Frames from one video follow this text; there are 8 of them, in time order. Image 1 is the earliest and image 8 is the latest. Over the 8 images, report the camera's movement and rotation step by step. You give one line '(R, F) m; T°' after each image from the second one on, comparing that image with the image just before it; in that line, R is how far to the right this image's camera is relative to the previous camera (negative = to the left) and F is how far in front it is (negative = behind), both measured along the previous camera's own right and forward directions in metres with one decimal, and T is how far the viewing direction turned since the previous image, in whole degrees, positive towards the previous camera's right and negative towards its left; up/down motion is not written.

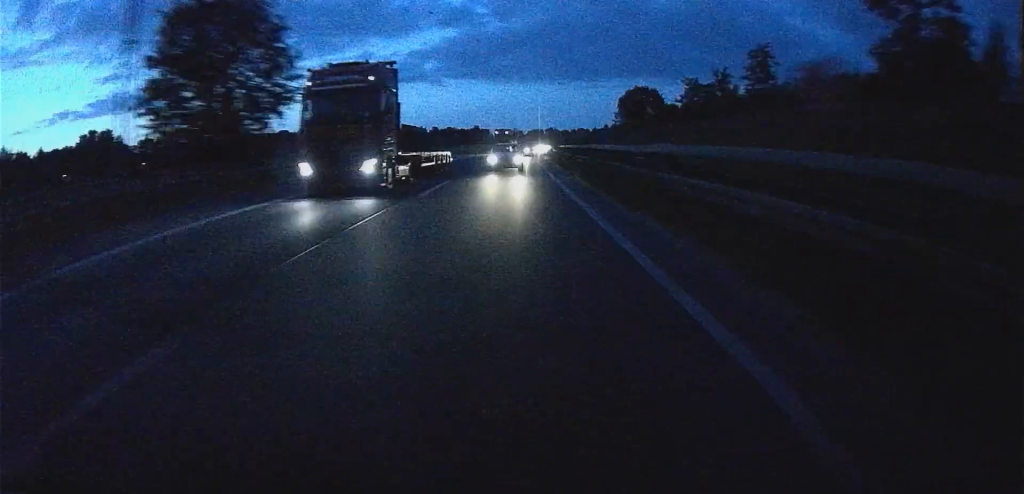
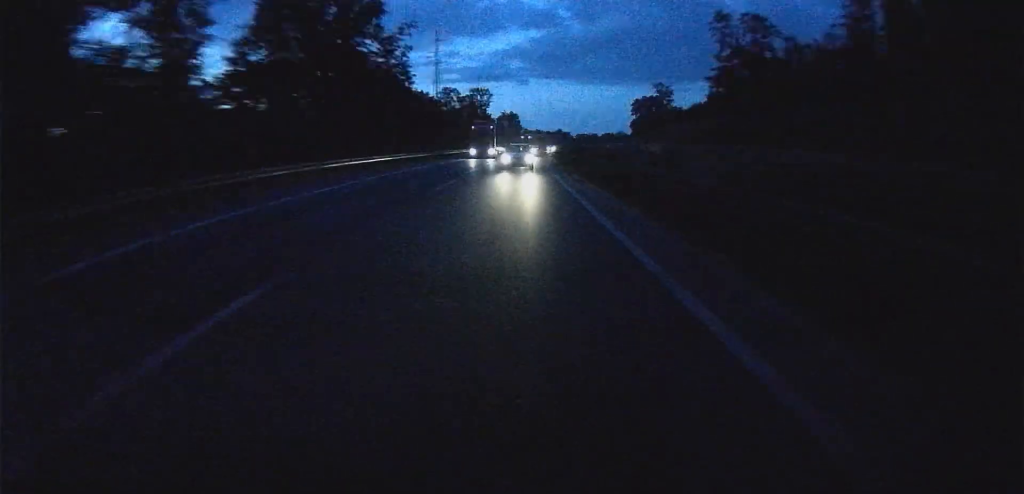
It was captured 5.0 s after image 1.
(+5.2, +165.1) m; -6°
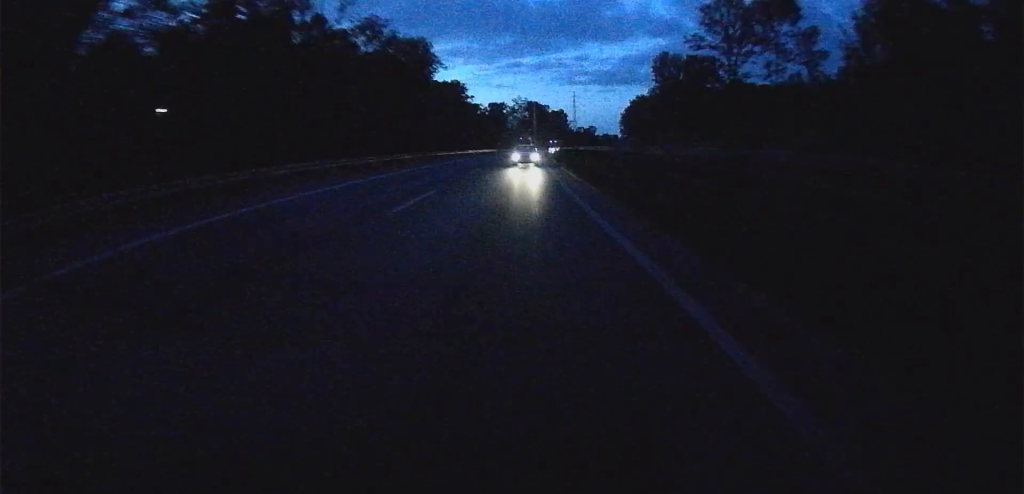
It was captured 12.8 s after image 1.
(-36.3, +264.1) m; -11°
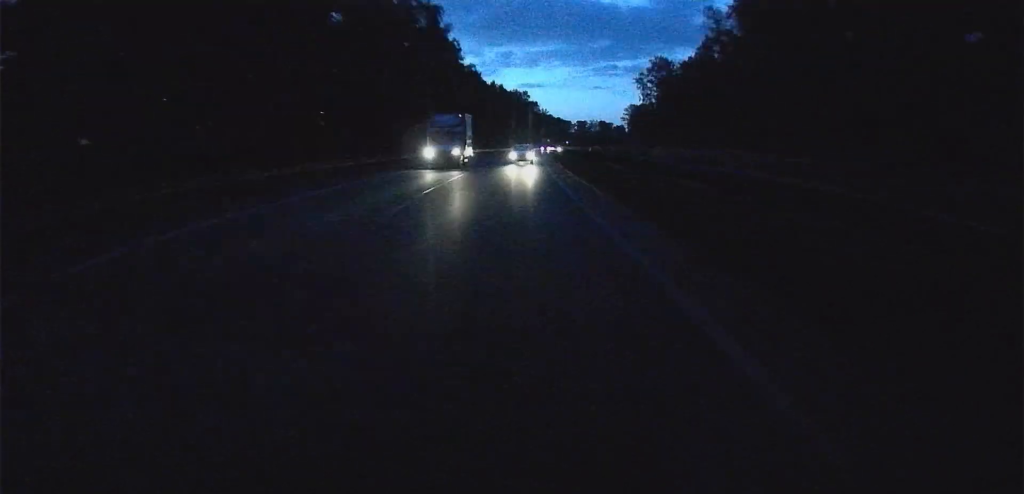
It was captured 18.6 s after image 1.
(-13.0, +201.6) m; -7°
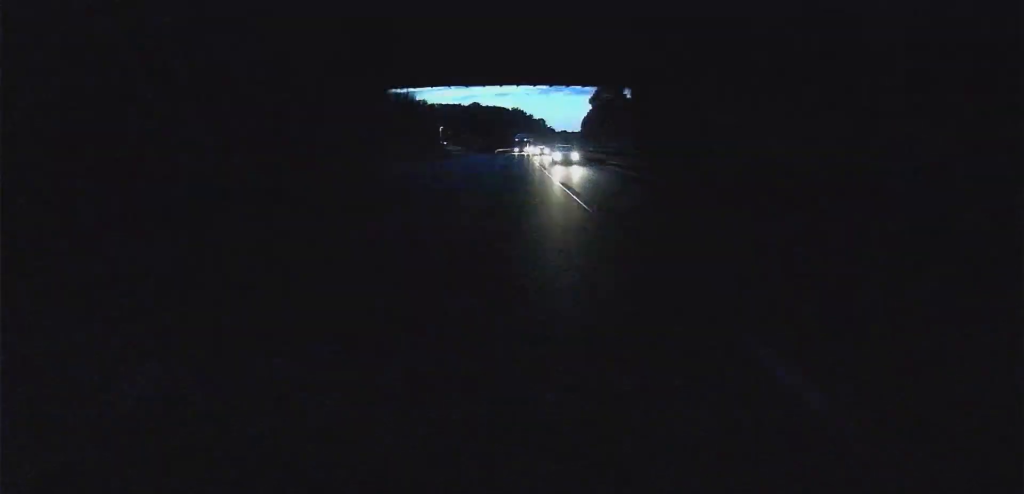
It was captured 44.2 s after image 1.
(-145.7, +856.8) m; -17°
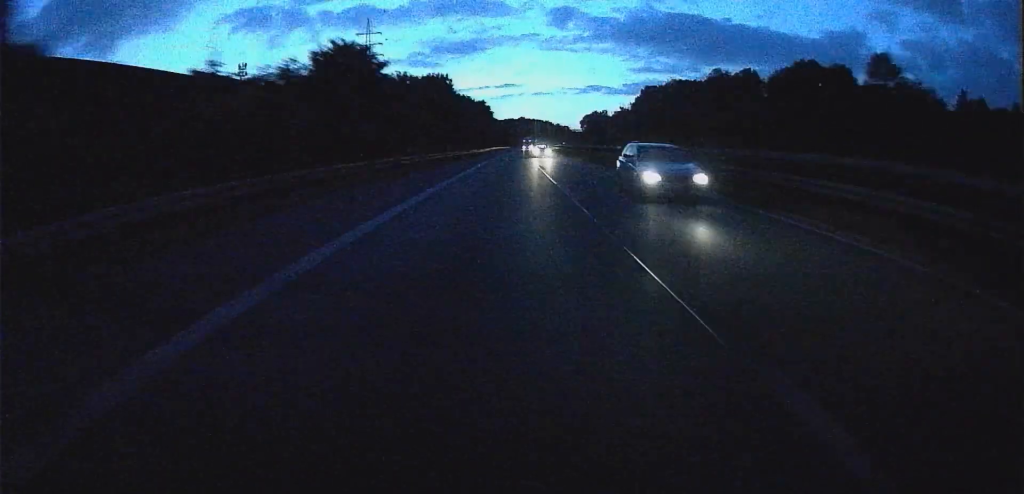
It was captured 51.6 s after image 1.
(-5.0, +248.0) m; -4°
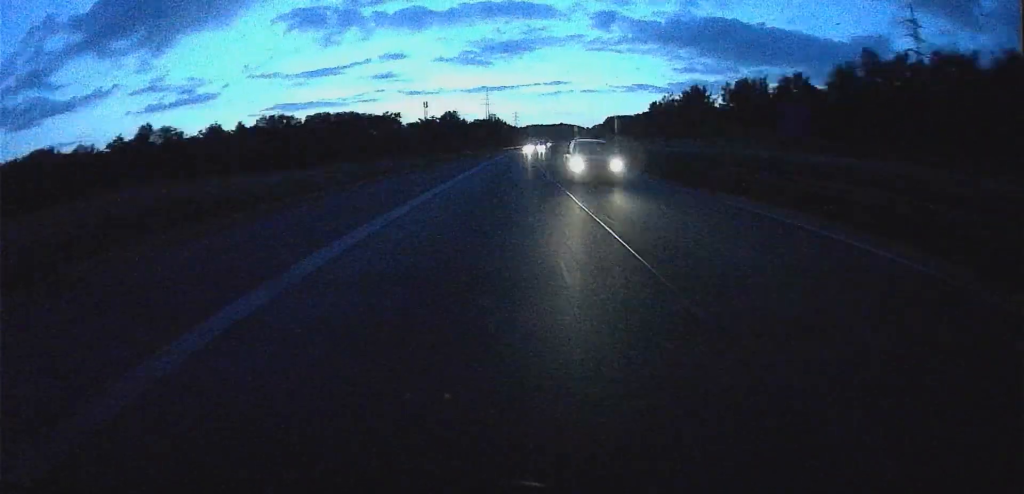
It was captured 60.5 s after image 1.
(-15.3, +284.5) m; -4°
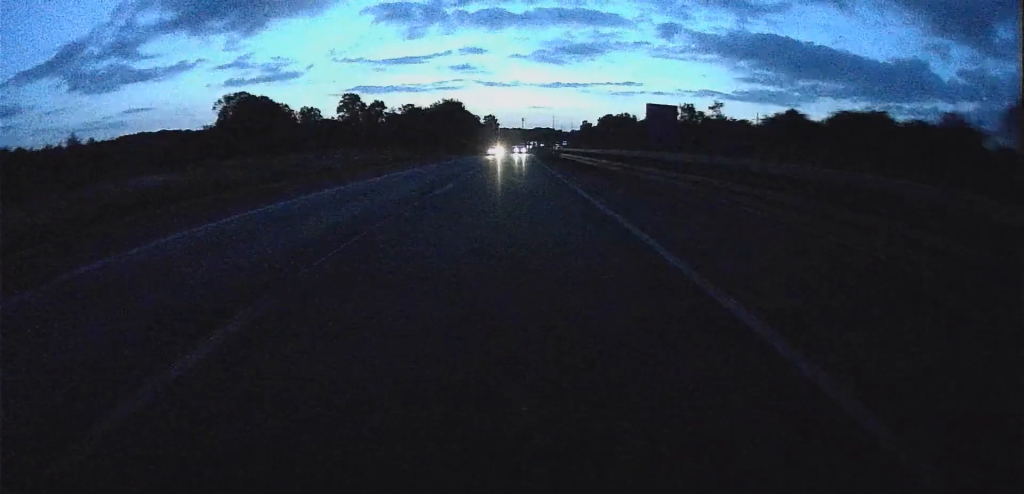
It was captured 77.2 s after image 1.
(-26.2, +484.3) m; -4°
